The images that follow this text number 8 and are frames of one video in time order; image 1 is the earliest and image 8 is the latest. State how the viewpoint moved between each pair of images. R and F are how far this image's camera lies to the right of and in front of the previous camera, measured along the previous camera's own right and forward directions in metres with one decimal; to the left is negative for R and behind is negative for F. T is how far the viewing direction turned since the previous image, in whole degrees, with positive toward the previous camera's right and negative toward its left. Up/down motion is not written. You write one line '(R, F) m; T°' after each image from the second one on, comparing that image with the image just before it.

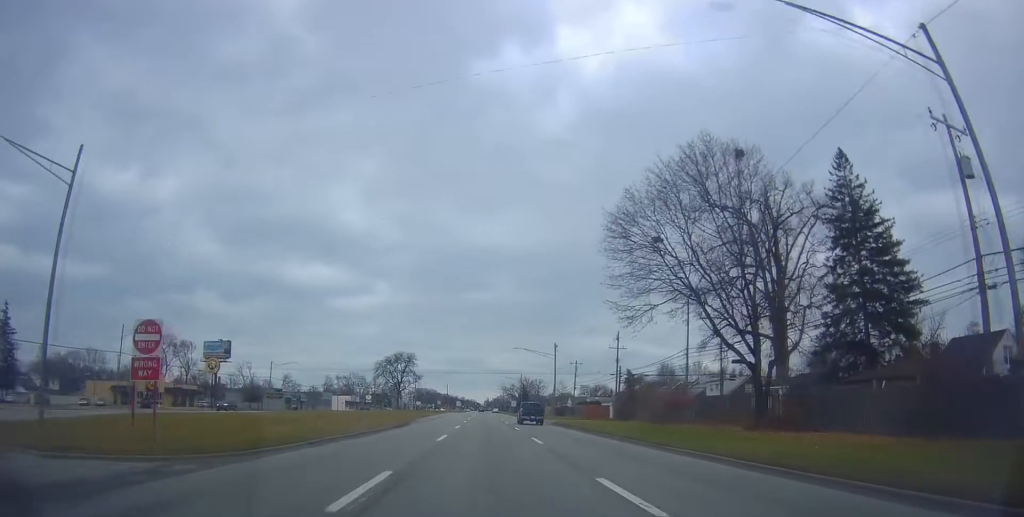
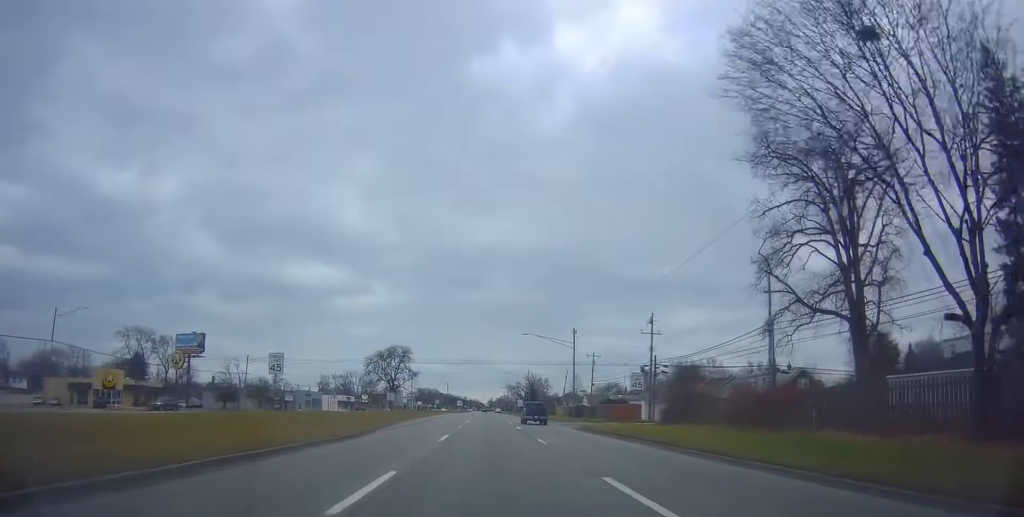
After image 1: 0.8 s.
(-0.1, +15.7) m; 0°
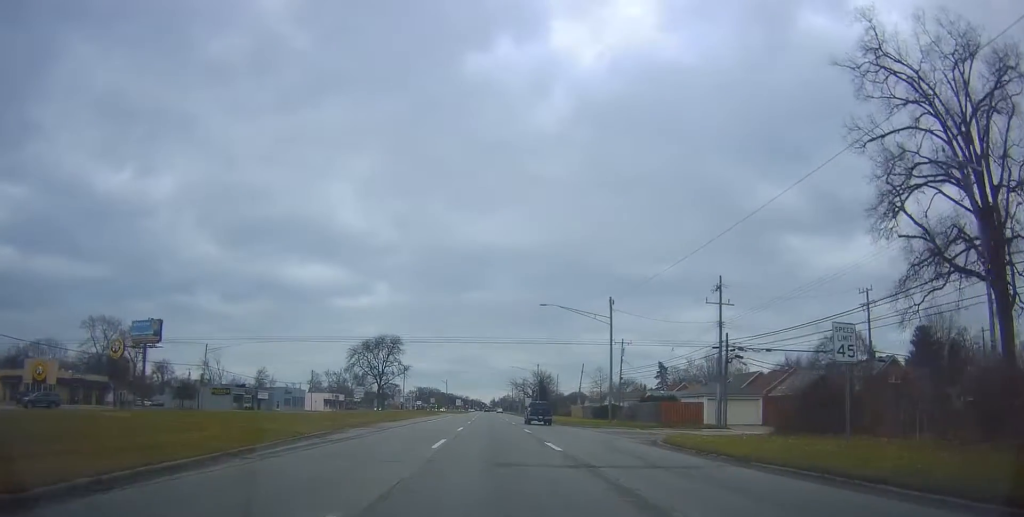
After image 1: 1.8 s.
(+0.1, +19.7) m; -1°
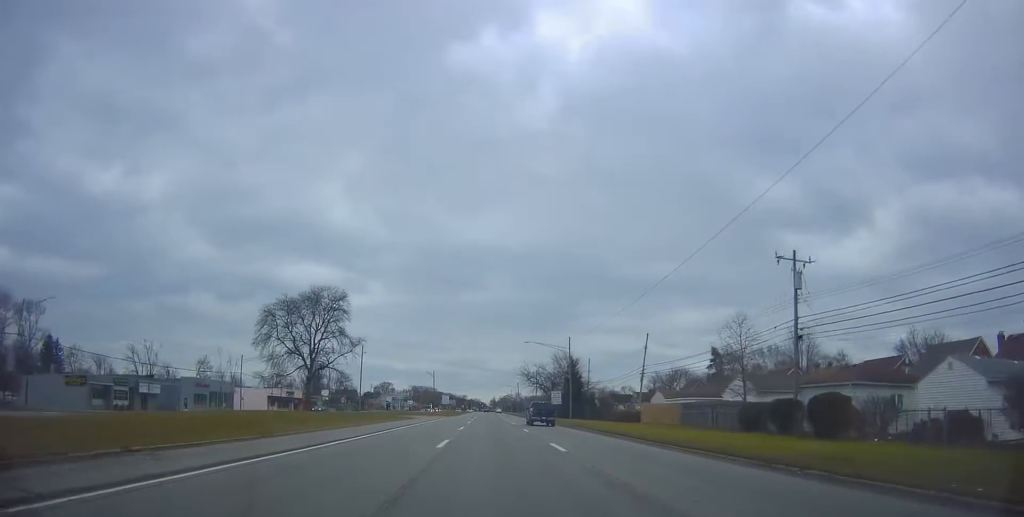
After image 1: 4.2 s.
(-1.6, +47.2) m; 0°
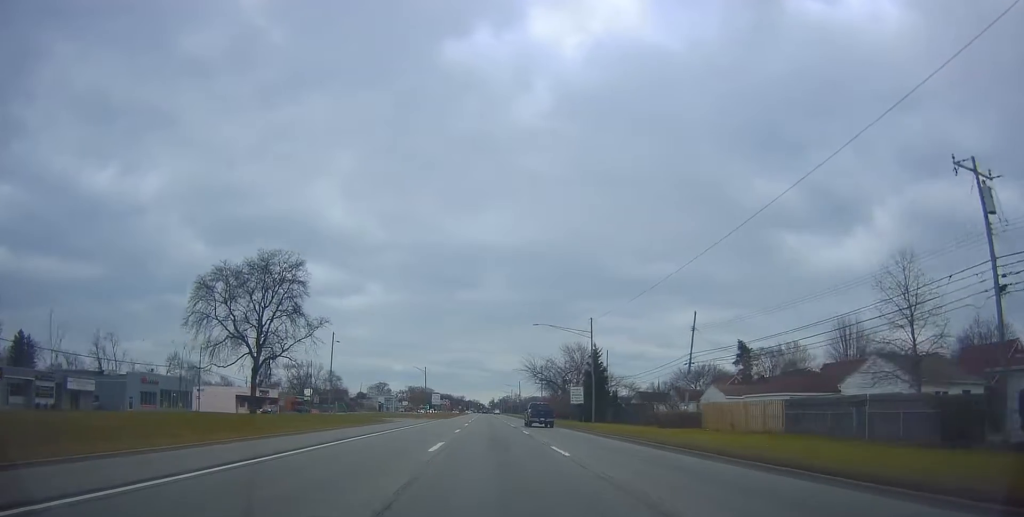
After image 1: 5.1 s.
(+0.7, +17.1) m; +1°
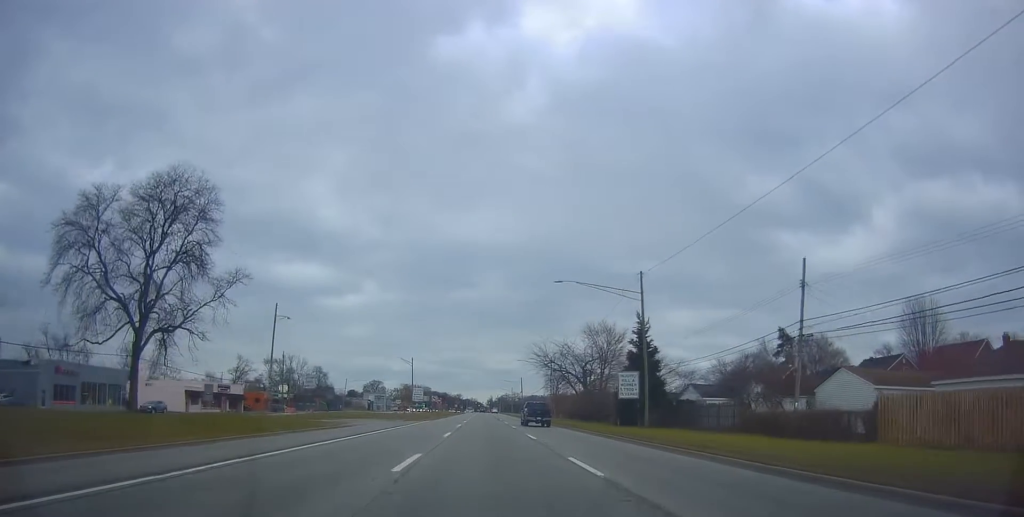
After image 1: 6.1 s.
(-0.3, +20.4) m; 0°
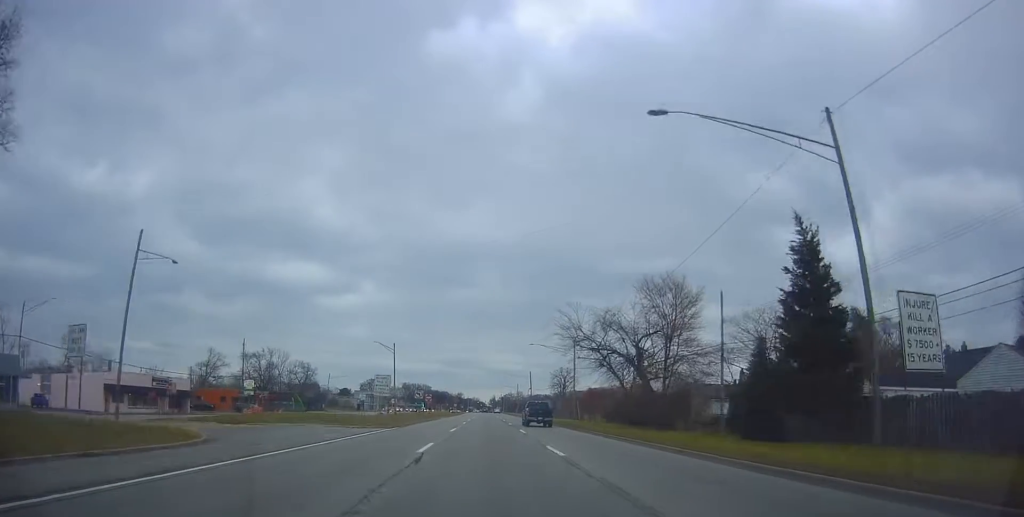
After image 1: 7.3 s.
(+0.2, +23.5) m; -1°
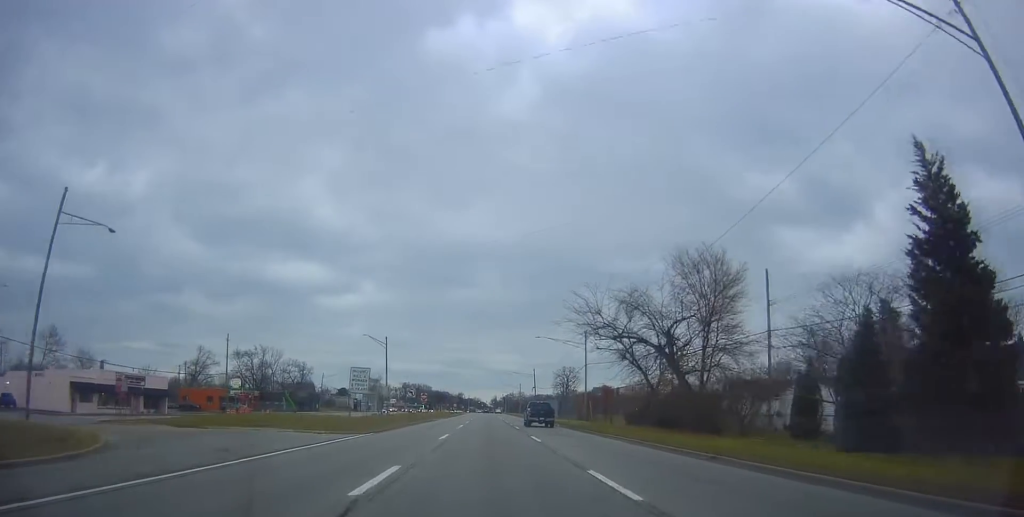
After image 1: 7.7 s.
(-0.3, +7.9) m; -1°
